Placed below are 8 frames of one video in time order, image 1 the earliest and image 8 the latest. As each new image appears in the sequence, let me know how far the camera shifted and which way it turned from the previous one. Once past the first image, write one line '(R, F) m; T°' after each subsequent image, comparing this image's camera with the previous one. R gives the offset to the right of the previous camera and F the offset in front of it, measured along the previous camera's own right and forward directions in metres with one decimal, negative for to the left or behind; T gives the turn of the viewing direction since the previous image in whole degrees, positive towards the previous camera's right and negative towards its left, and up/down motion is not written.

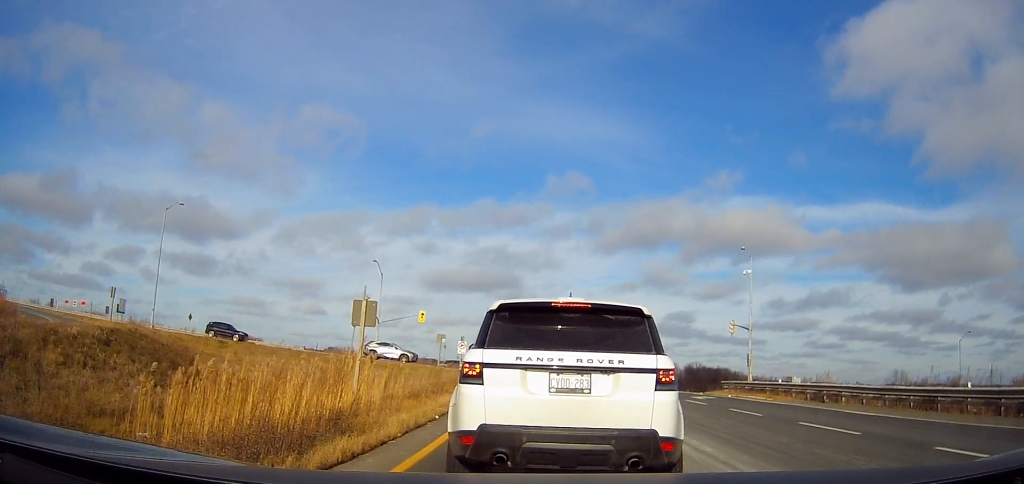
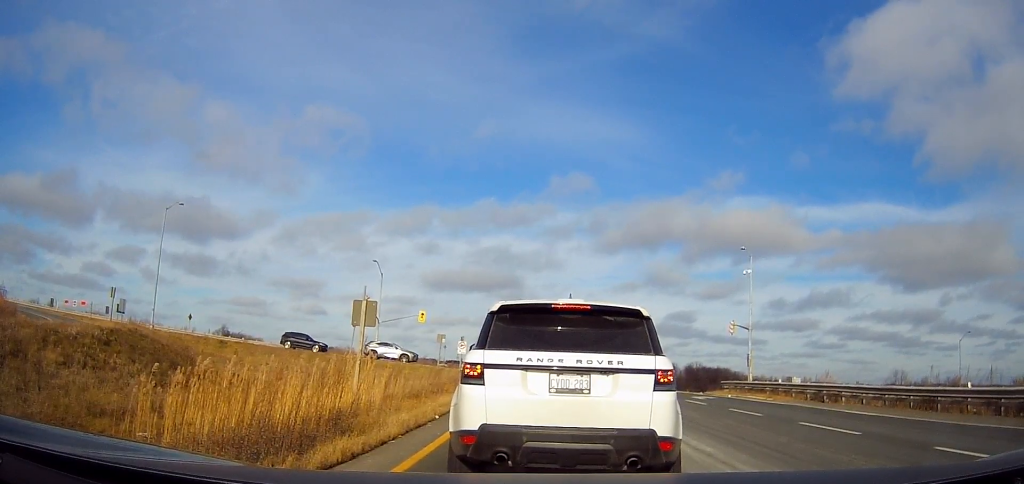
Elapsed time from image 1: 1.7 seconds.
(0.0, 0.0) m; 0°
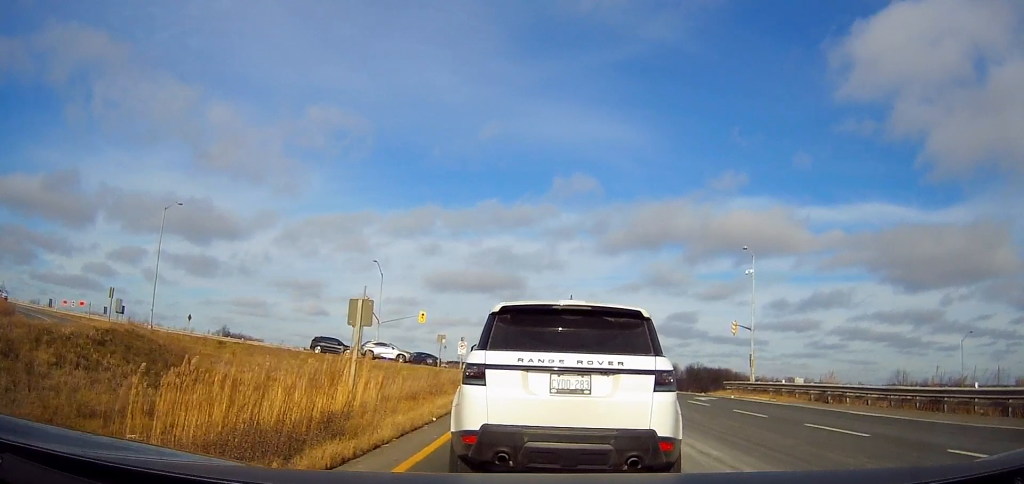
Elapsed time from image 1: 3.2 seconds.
(0.0, +0.4) m; 0°
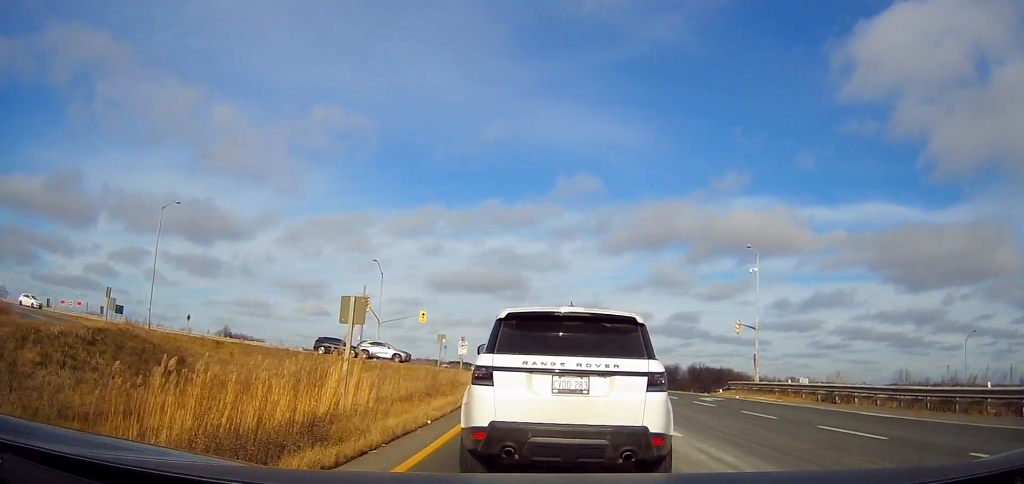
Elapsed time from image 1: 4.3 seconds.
(0.0, +0.7) m; 0°
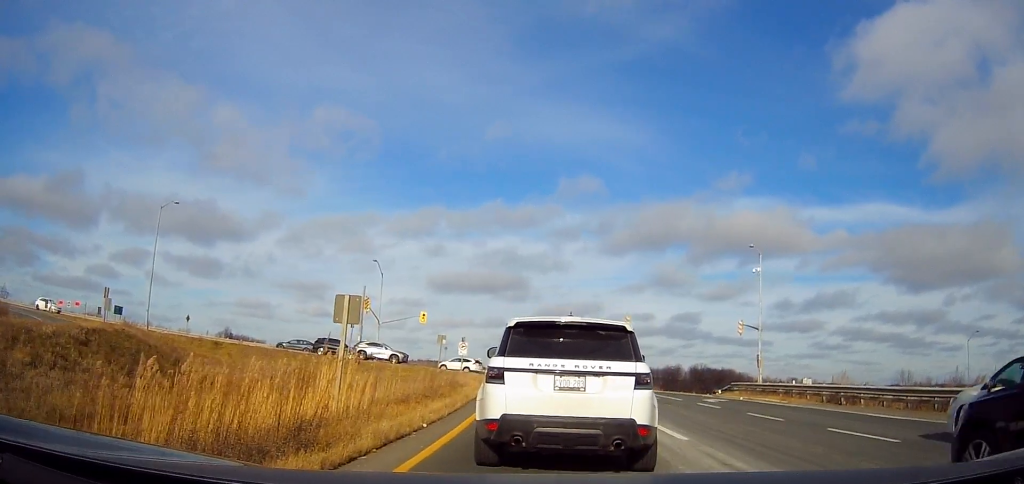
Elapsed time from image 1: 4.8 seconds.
(0.0, +0.5) m; -1°
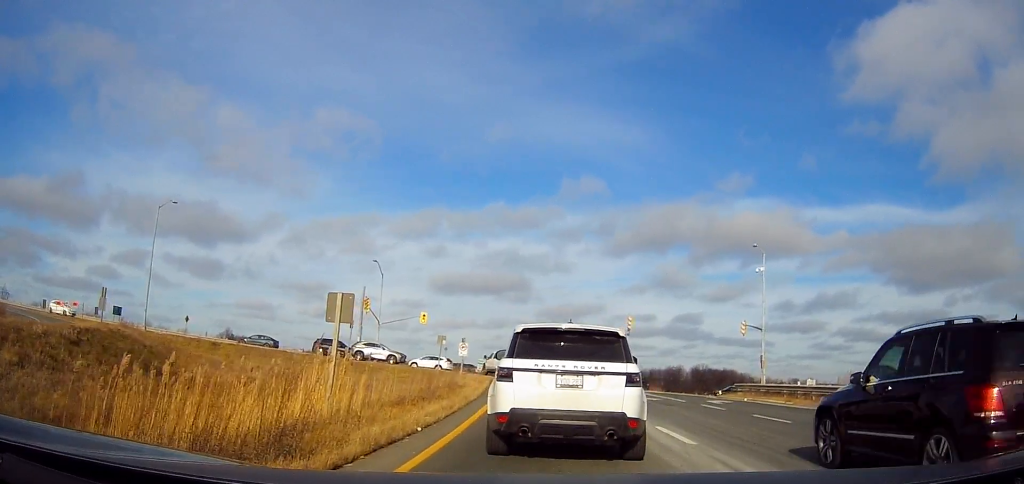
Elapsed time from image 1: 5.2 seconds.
(0.0, +0.8) m; -4°
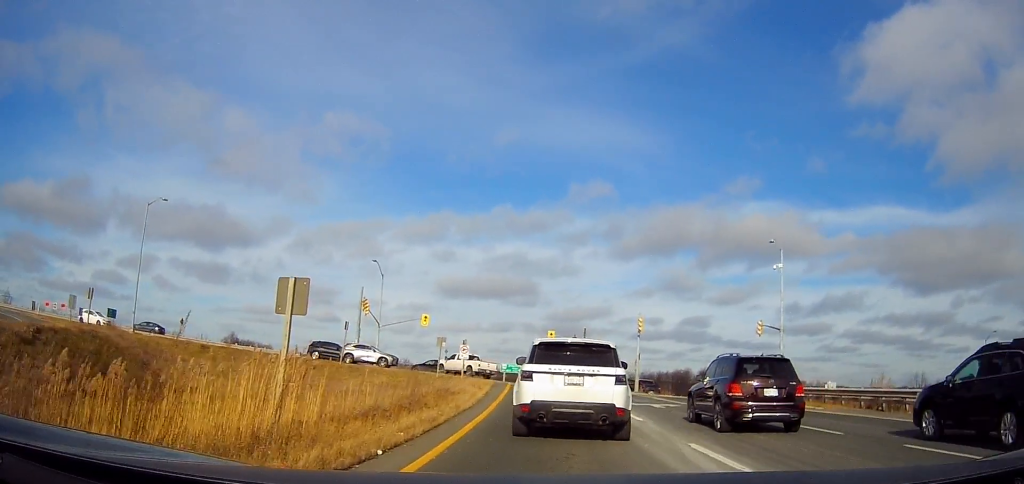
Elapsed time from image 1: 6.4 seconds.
(-0.3, +3.2) m; -2°
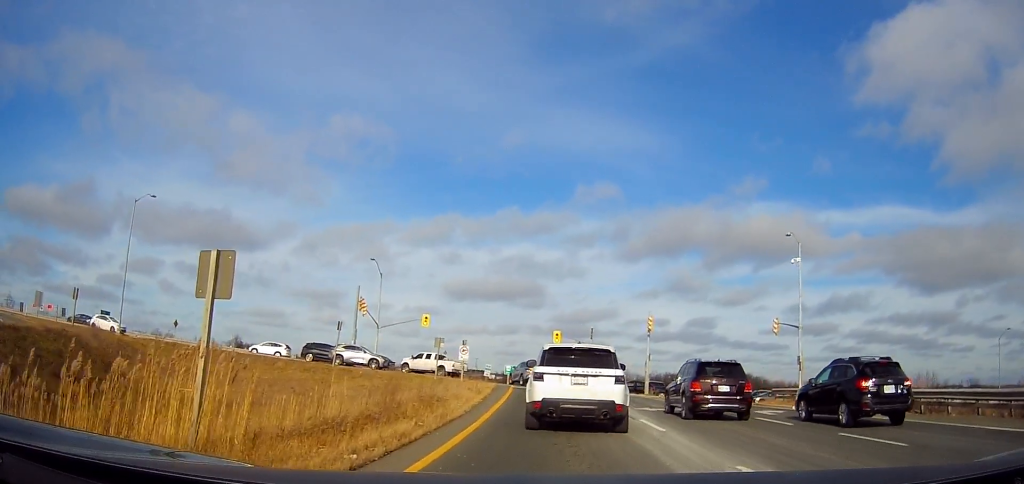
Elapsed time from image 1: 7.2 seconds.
(+0.1, +3.0) m; +2°
